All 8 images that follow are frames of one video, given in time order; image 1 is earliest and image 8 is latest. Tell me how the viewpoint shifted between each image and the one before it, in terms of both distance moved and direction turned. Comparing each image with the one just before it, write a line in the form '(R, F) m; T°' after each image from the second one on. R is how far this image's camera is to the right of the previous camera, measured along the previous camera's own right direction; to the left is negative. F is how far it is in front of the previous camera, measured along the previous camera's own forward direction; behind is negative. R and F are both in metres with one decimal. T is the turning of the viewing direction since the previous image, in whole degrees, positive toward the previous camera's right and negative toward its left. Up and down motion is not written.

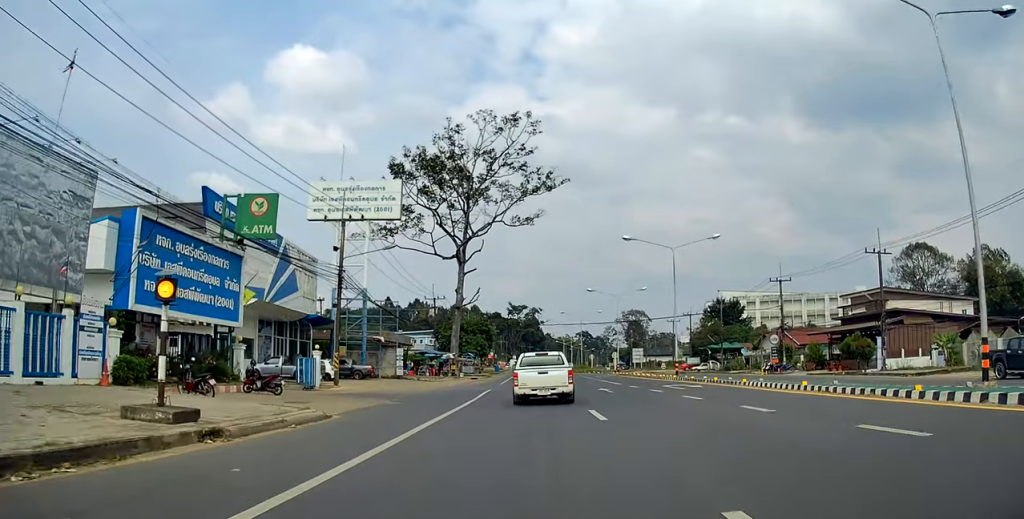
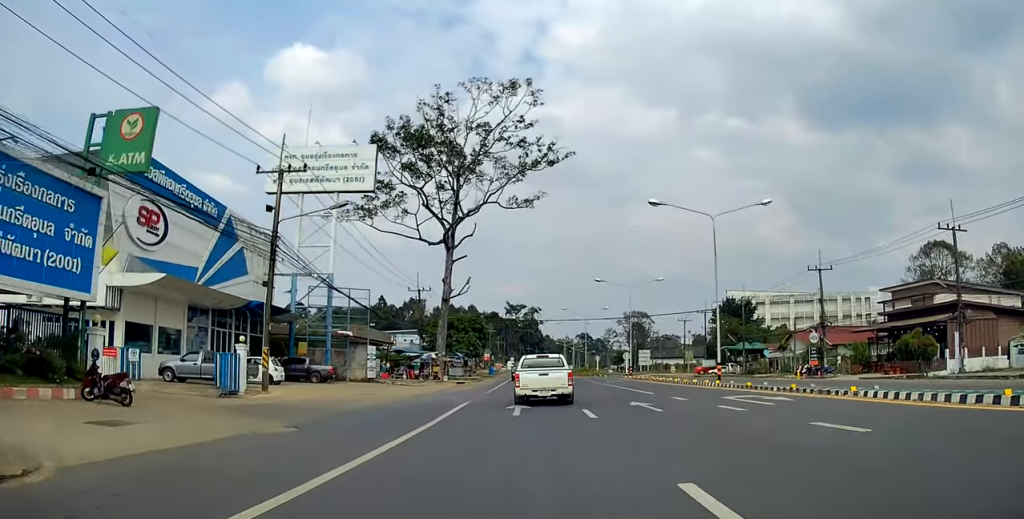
(+0.1, +10.5) m; +1°
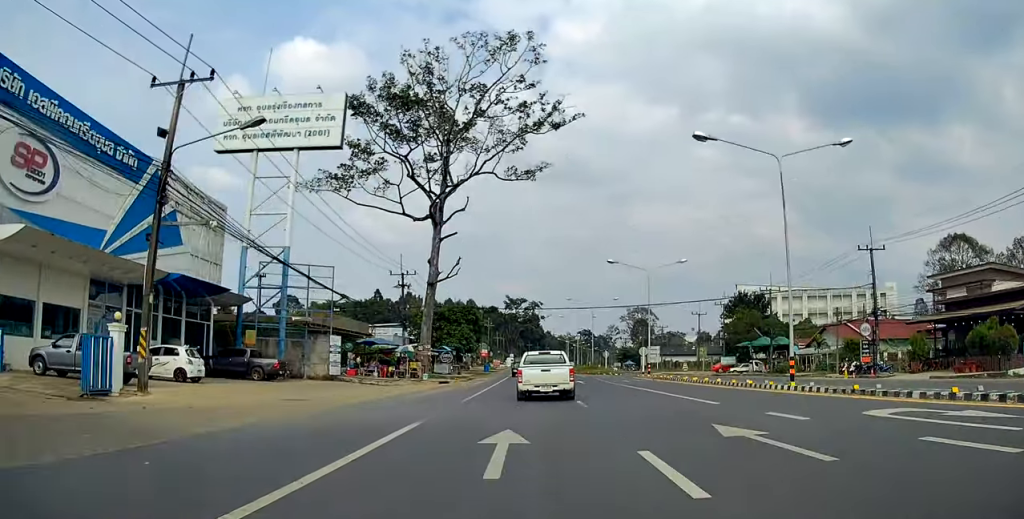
(+0.2, +10.0) m; -1°
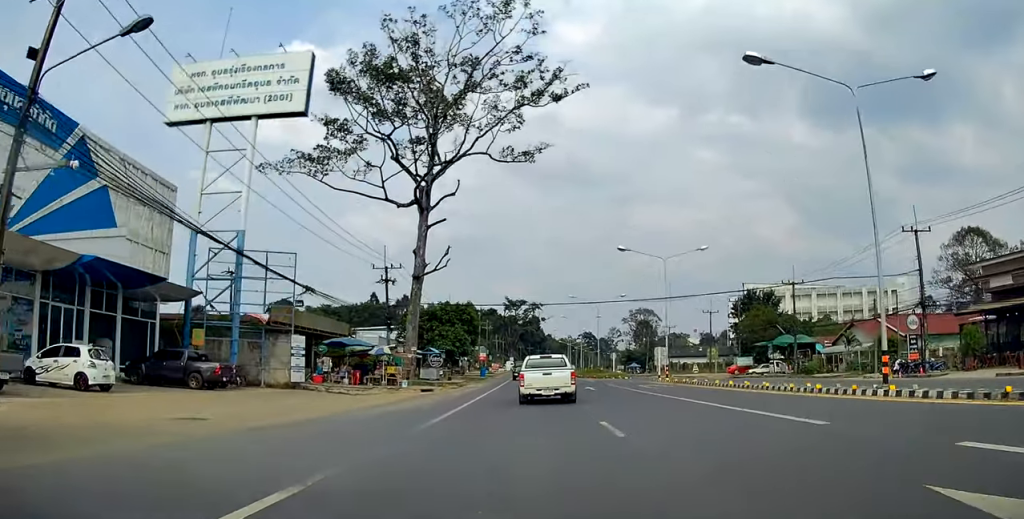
(-0.2, +6.6) m; -1°
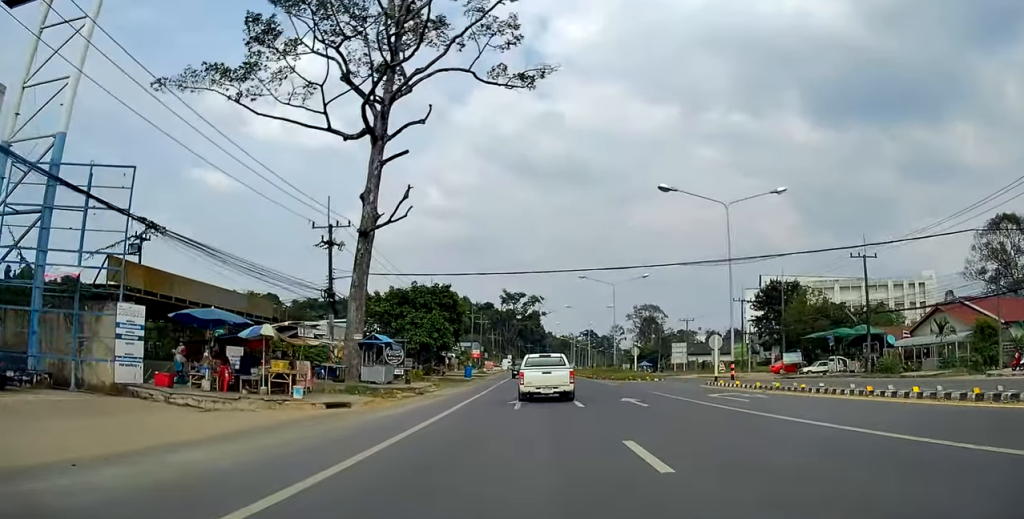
(-0.4, +15.6) m; -1°
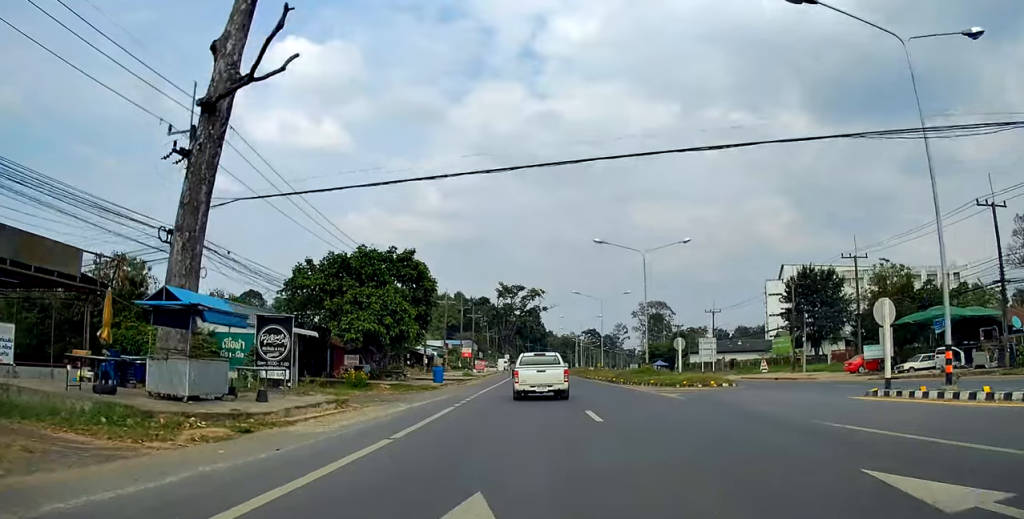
(+0.2, +16.7) m; +2°
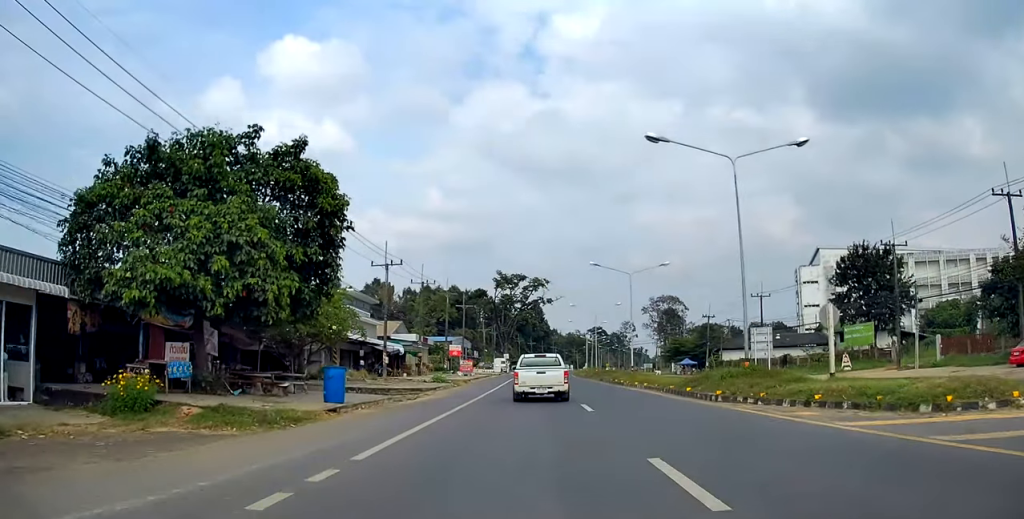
(+0.1, +20.1) m; -1°
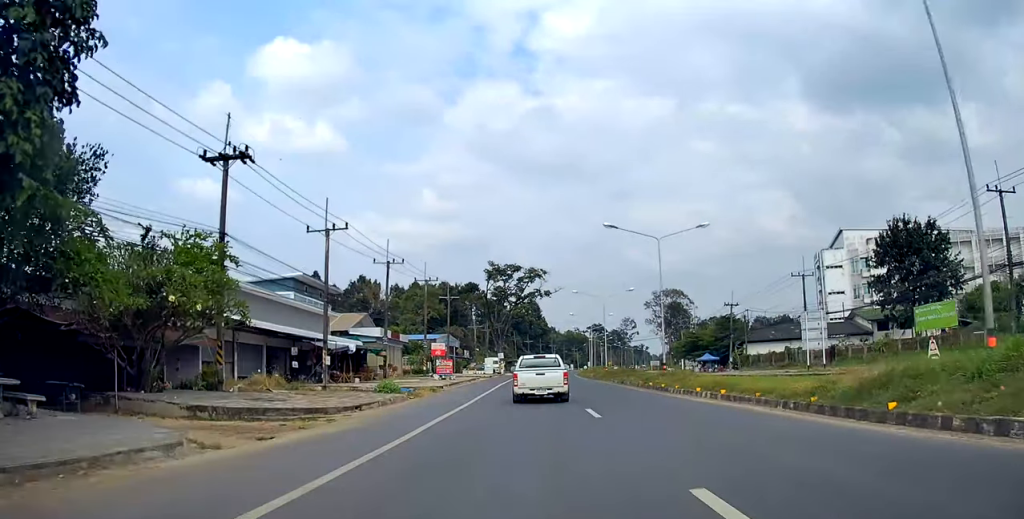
(-0.1, +14.3) m; 0°
